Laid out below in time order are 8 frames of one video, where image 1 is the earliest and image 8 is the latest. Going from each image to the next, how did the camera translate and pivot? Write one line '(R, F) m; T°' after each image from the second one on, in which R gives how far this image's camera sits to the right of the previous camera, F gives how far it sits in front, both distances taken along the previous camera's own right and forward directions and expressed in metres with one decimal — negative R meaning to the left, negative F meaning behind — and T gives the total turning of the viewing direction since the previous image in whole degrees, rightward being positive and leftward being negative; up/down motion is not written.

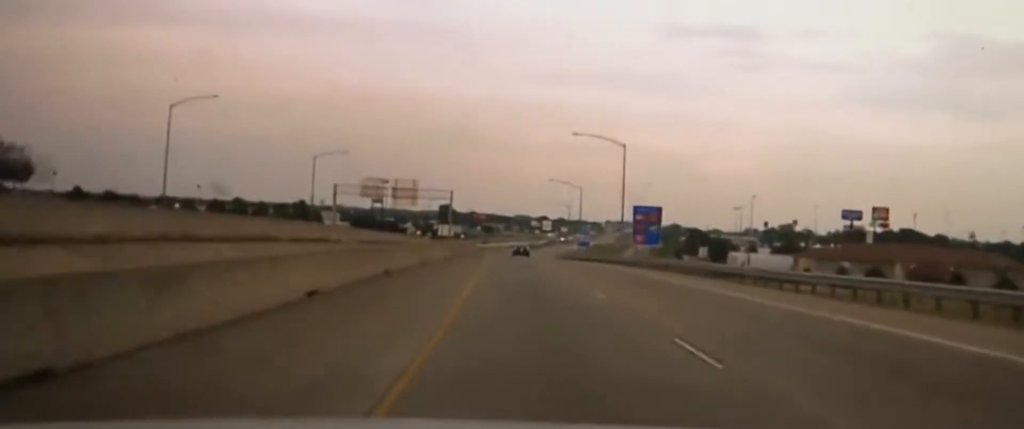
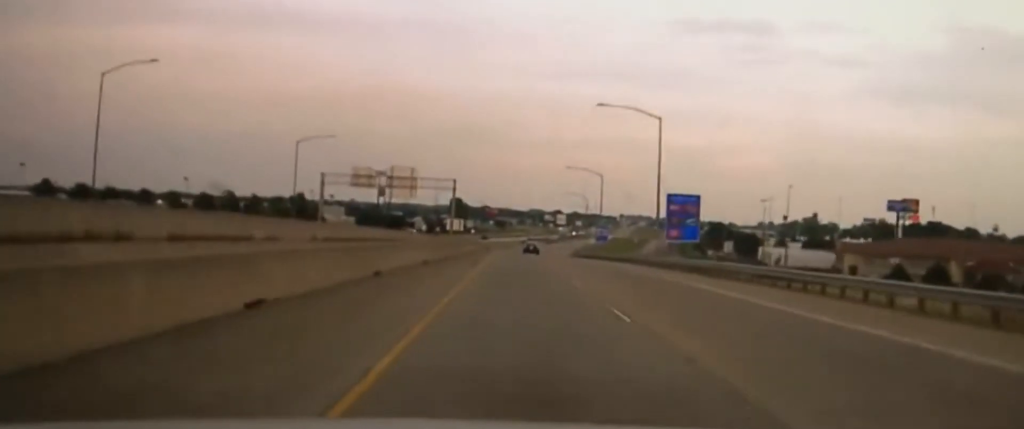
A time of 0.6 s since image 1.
(-0.3, +17.8) m; -1°
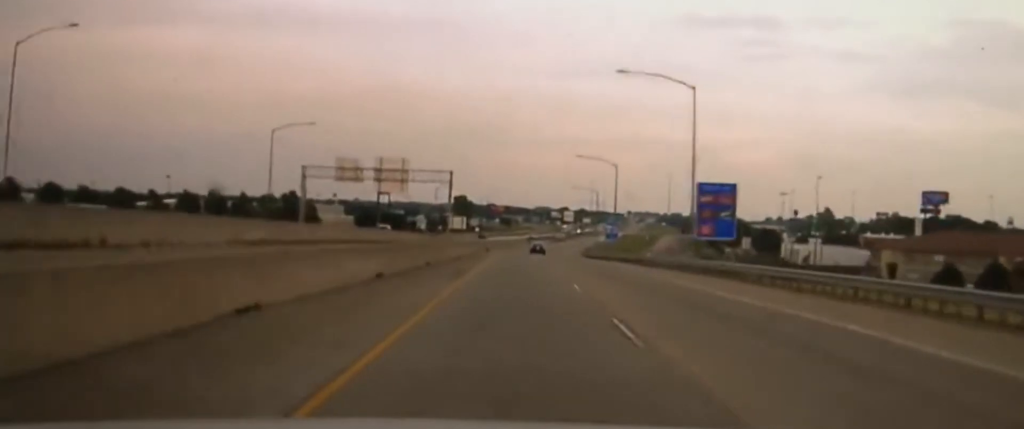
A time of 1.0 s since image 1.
(-0.2, +14.4) m; -1°
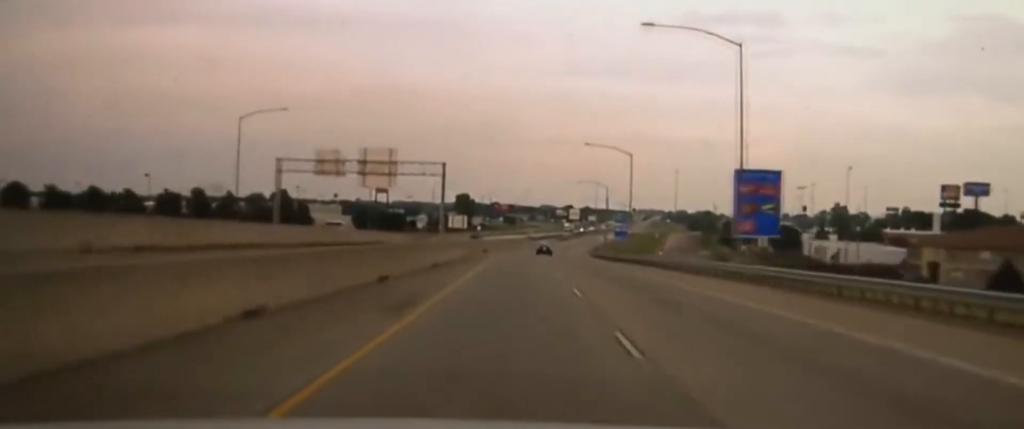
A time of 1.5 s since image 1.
(-0.1, +14.9) m; 0°
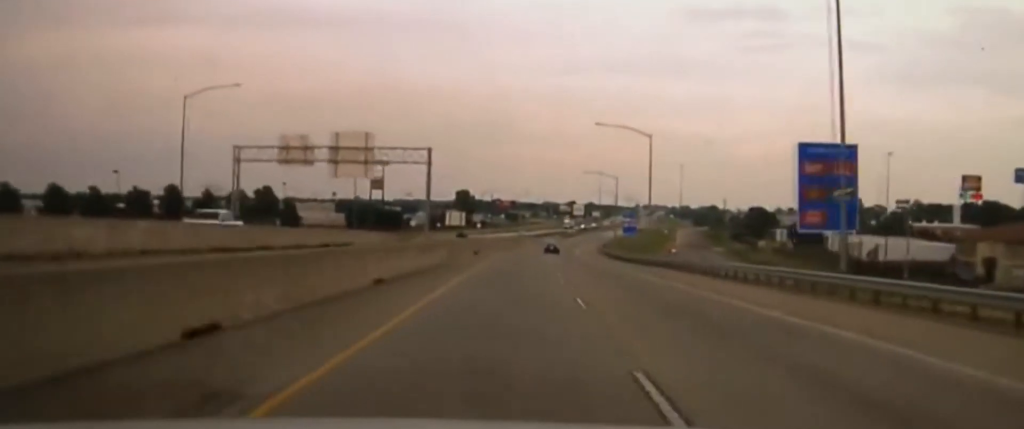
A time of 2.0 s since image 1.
(-0.1, +16.9) m; 0°
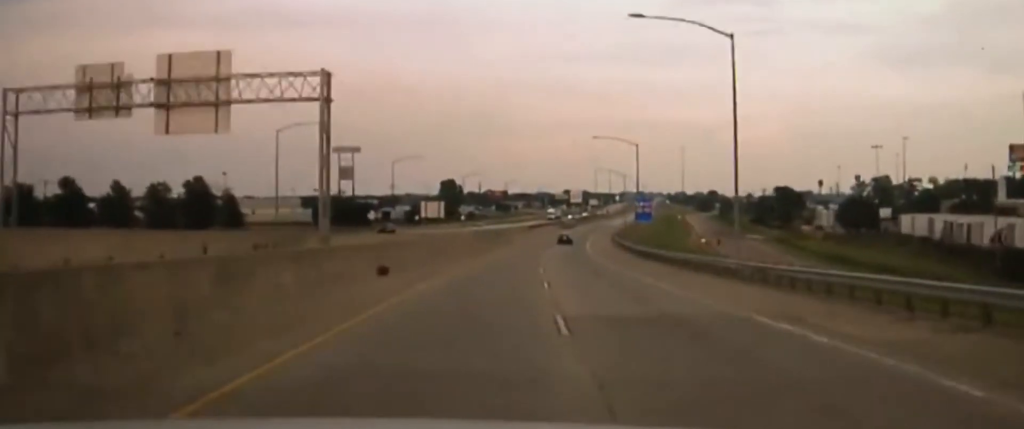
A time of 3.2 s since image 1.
(0.0, +43.3) m; 0°
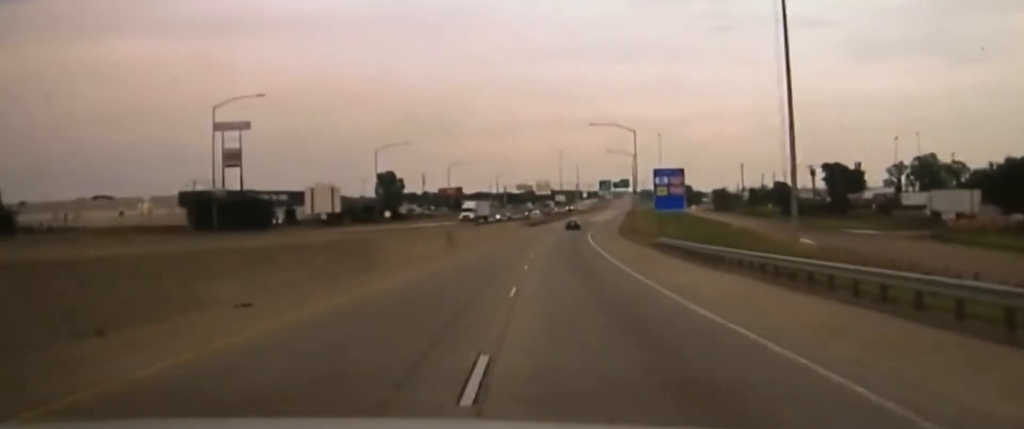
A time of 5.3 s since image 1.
(+2.7, +79.2) m; +4°
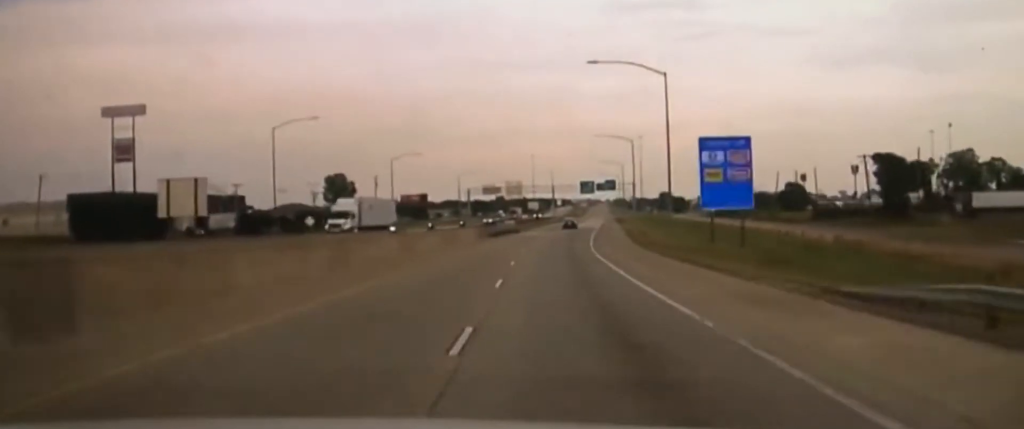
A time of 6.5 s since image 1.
(+0.1, +46.2) m; +1°
